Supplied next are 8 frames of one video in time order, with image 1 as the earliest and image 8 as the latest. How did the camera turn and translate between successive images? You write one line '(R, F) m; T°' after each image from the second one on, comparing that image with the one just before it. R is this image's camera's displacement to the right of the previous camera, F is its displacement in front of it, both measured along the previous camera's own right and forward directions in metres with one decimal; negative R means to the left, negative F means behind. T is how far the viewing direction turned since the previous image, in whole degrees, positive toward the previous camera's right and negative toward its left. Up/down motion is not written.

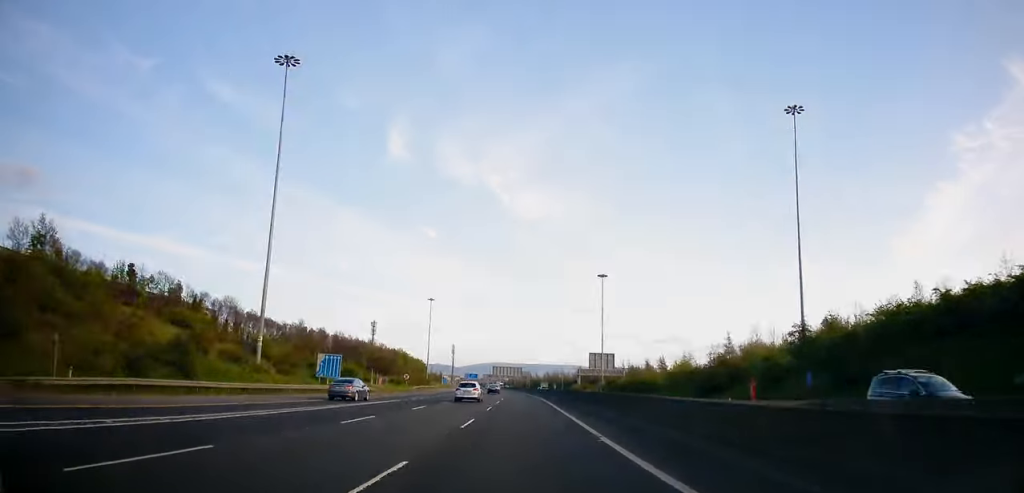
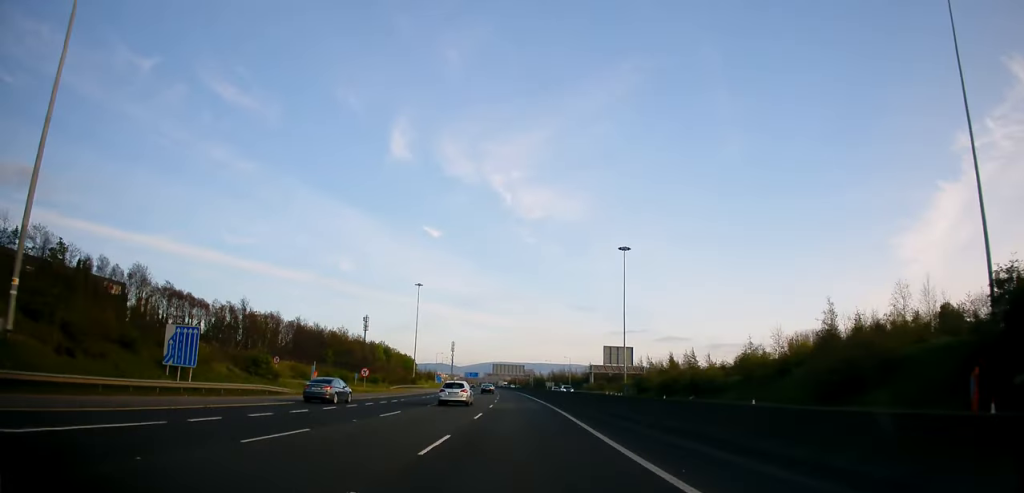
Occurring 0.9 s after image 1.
(+0.2, +30.4) m; 0°
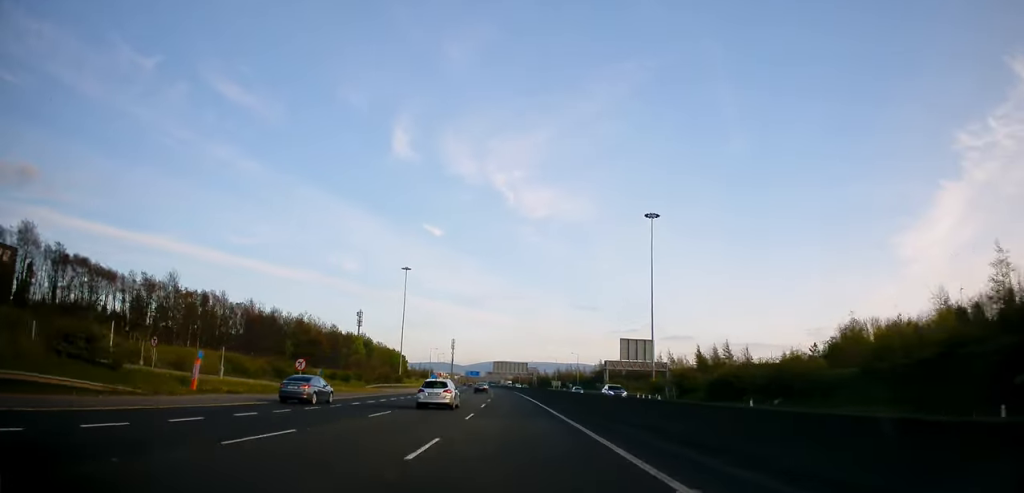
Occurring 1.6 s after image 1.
(-0.1, +23.5) m; -1°
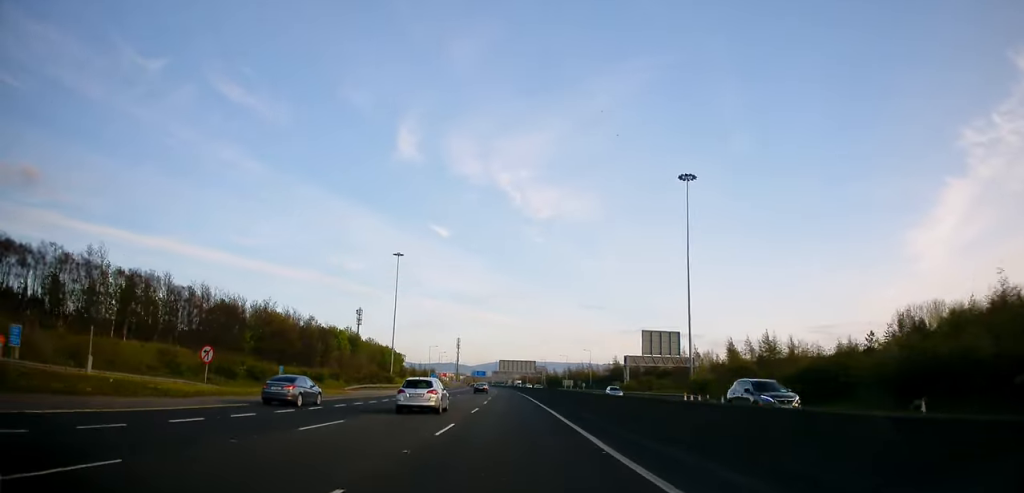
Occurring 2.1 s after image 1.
(-0.3, +19.3) m; -1°
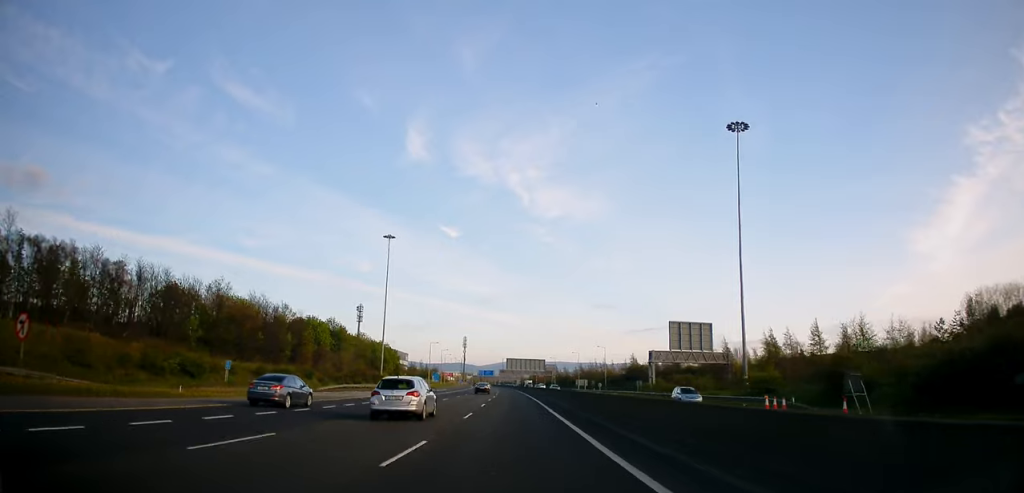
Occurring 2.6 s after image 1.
(-0.1, +16.6) m; 0°
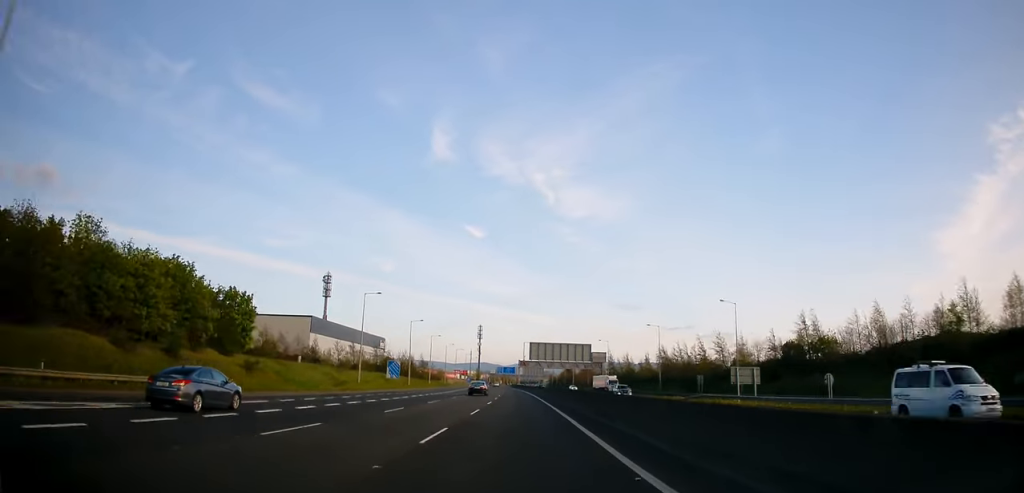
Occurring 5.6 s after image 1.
(-1.7, +104.2) m; -1°
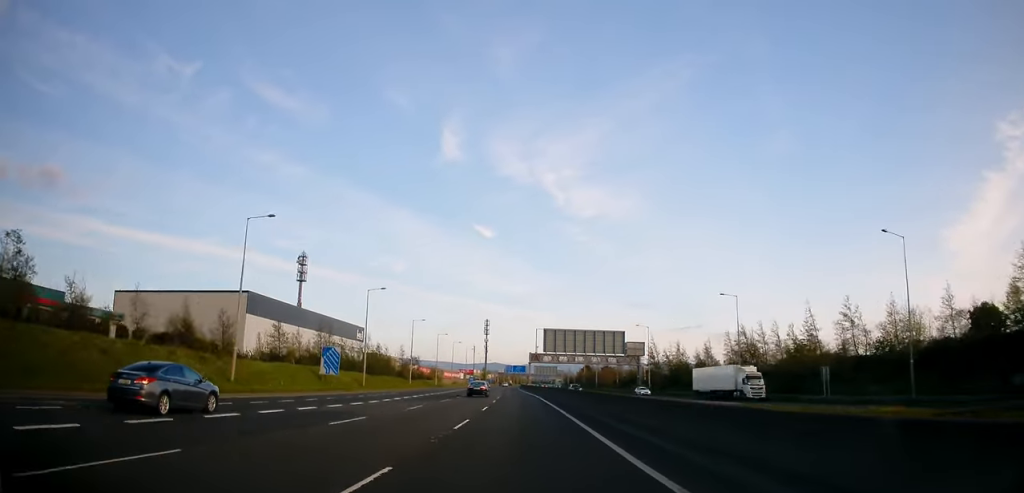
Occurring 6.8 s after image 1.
(0.0, +43.4) m; -1°
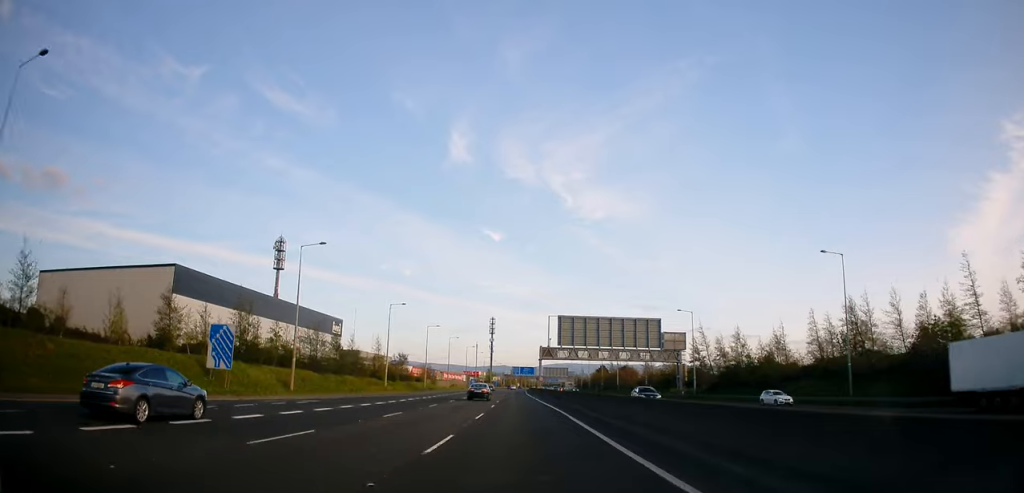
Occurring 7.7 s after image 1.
(-0.3, +29.3) m; -1°
